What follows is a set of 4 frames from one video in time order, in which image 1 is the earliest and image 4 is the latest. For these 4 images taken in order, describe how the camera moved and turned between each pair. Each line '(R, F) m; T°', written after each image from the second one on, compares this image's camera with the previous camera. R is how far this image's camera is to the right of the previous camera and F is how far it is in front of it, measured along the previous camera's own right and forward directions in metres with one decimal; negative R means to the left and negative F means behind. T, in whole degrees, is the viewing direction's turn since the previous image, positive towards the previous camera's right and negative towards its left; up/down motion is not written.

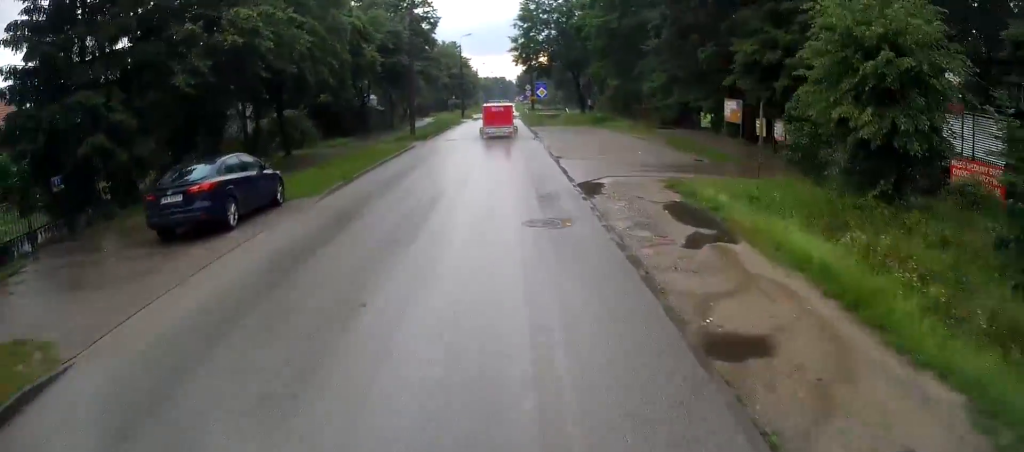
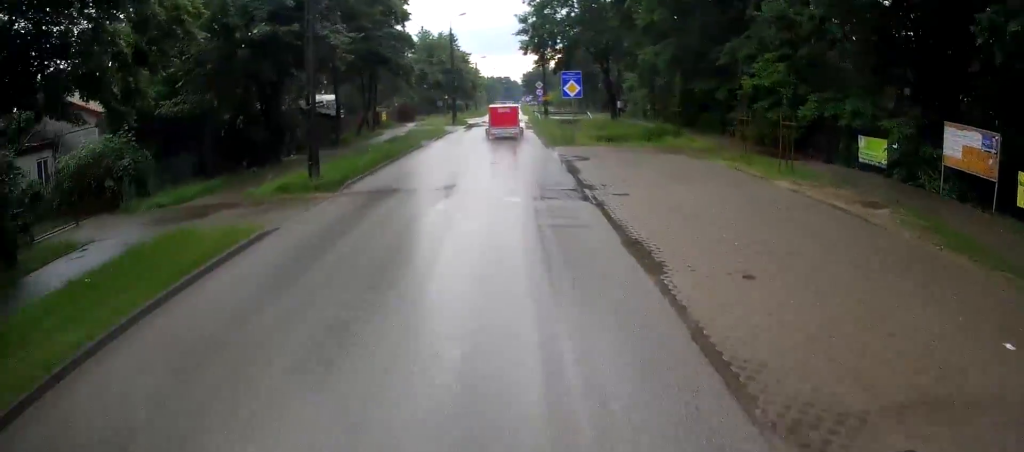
(0.0, +18.8) m; 0°
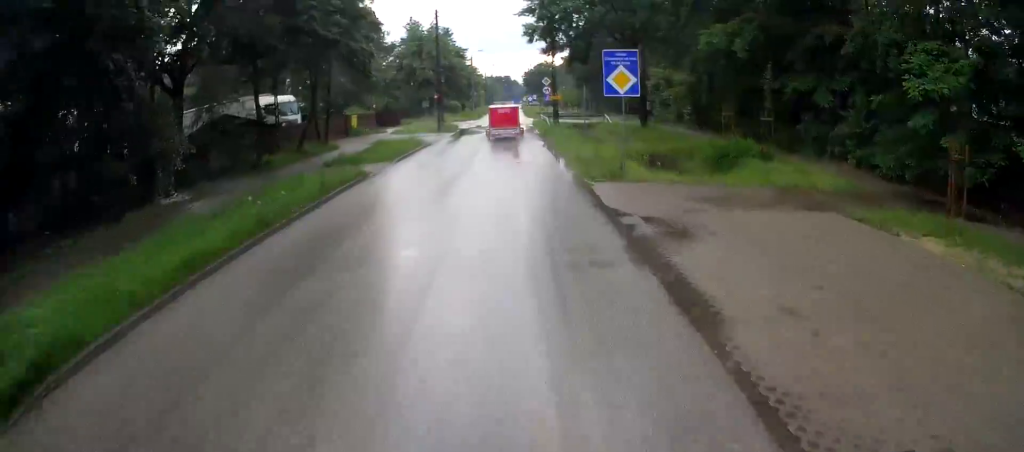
(0.0, +11.9) m; -1°
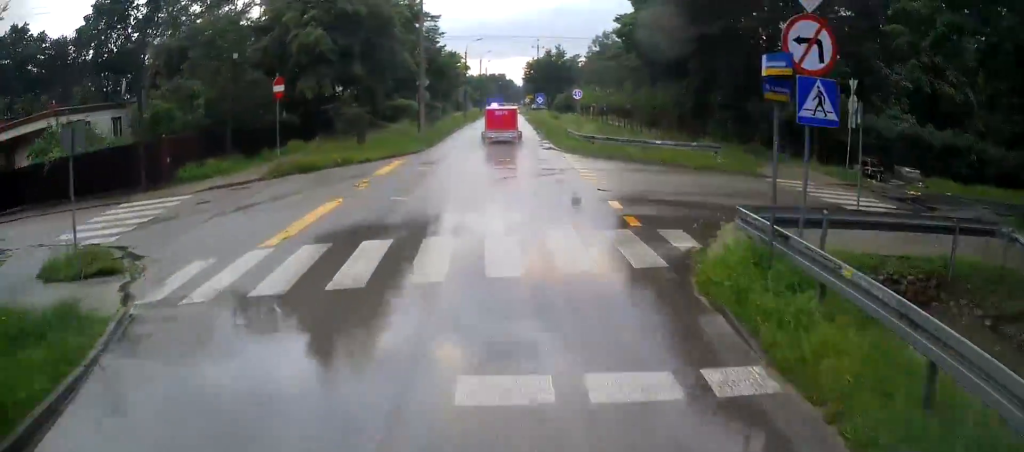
(-0.7, +47.6) m; 0°
